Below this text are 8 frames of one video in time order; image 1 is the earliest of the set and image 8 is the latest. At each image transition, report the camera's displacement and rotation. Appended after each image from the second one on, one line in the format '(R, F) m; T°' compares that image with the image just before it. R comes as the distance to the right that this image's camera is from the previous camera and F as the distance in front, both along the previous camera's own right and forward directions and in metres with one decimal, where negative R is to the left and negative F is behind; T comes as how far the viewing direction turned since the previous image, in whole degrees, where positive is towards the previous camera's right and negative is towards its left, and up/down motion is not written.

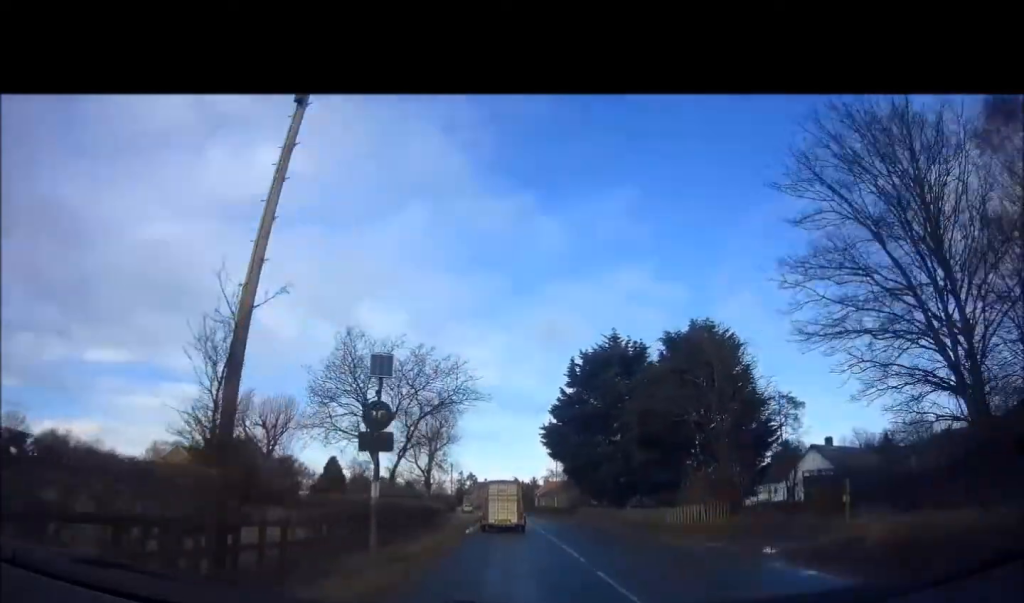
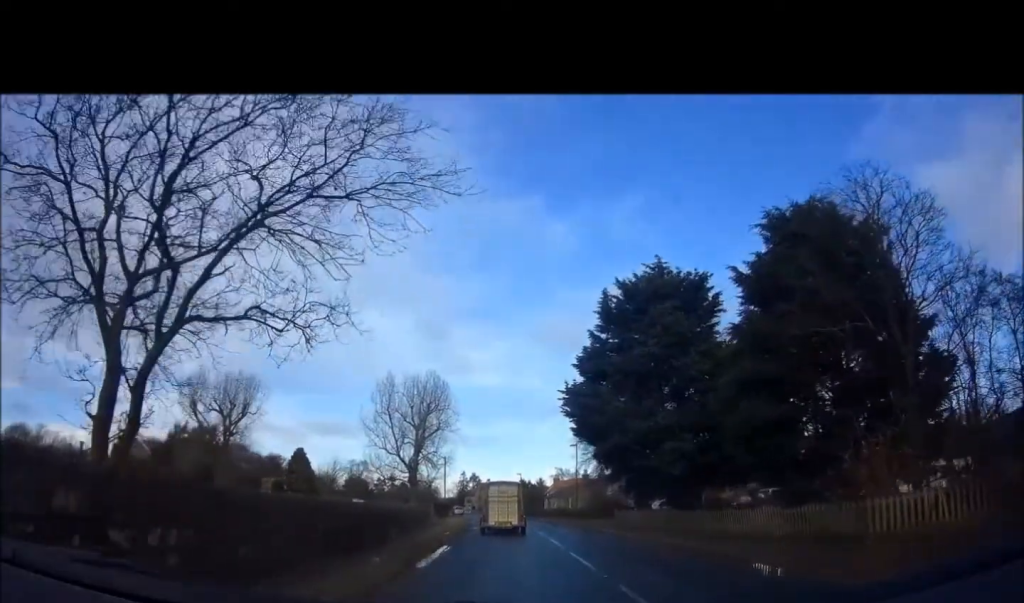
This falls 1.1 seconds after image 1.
(-0.1, +14.4) m; -1°
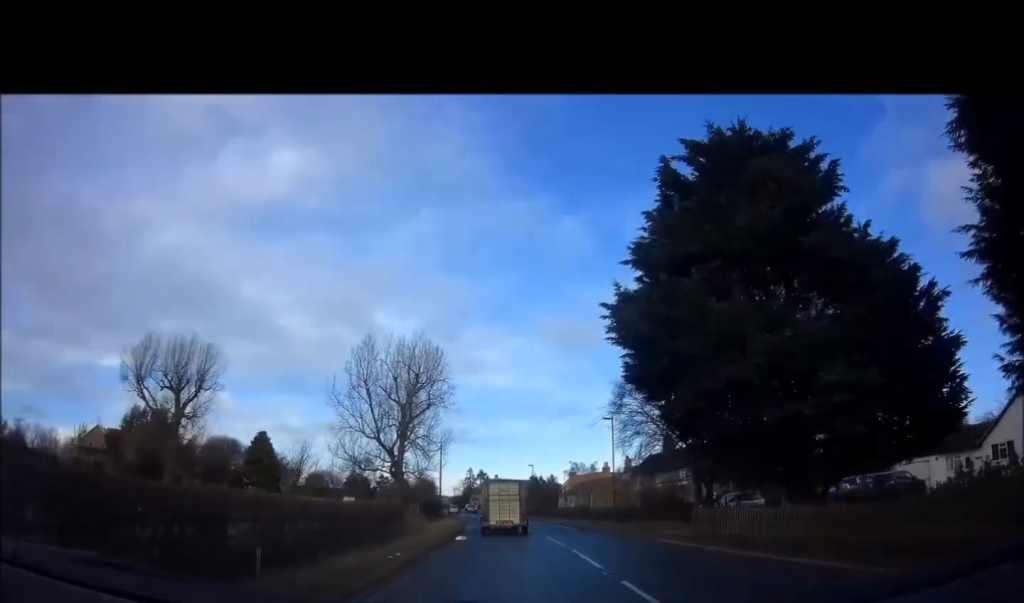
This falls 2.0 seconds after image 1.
(0.0, +11.6) m; 0°
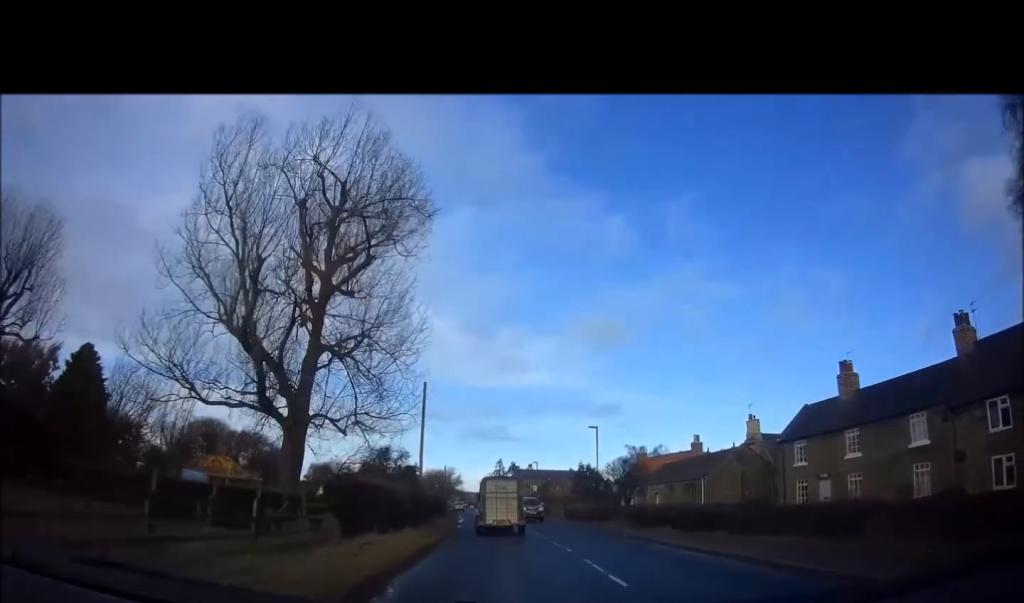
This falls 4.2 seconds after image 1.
(-0.6, +27.4) m; -3°
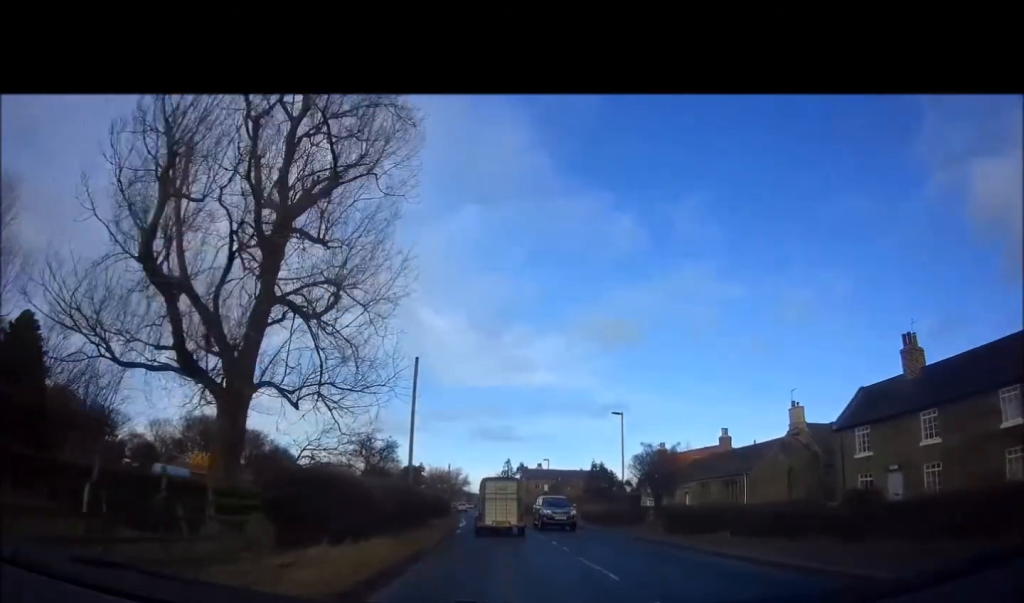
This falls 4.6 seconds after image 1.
(0.0, +5.2) m; -1°
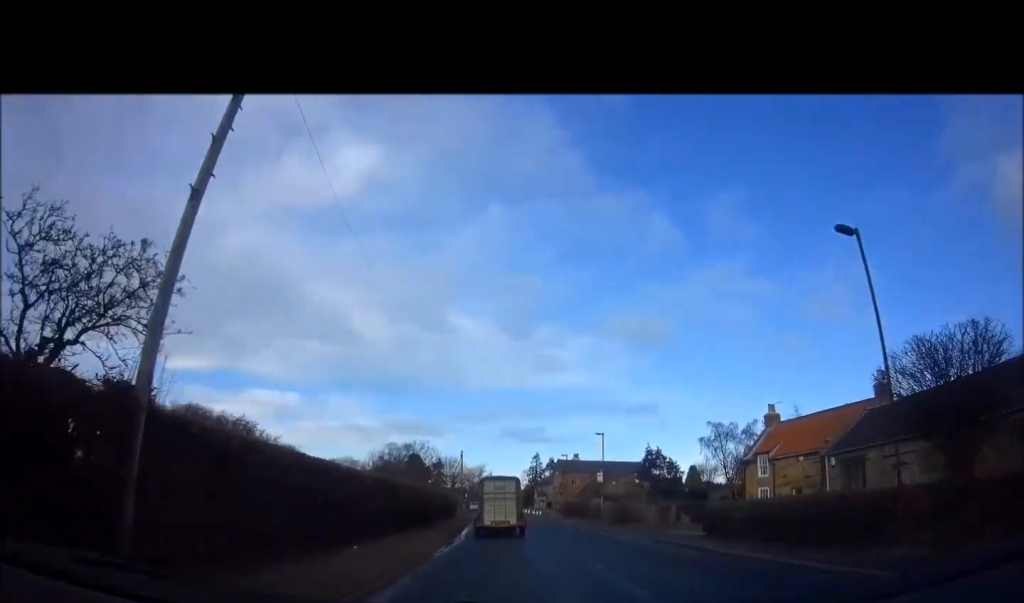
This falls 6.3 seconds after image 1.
(-0.5, +19.2) m; -3°
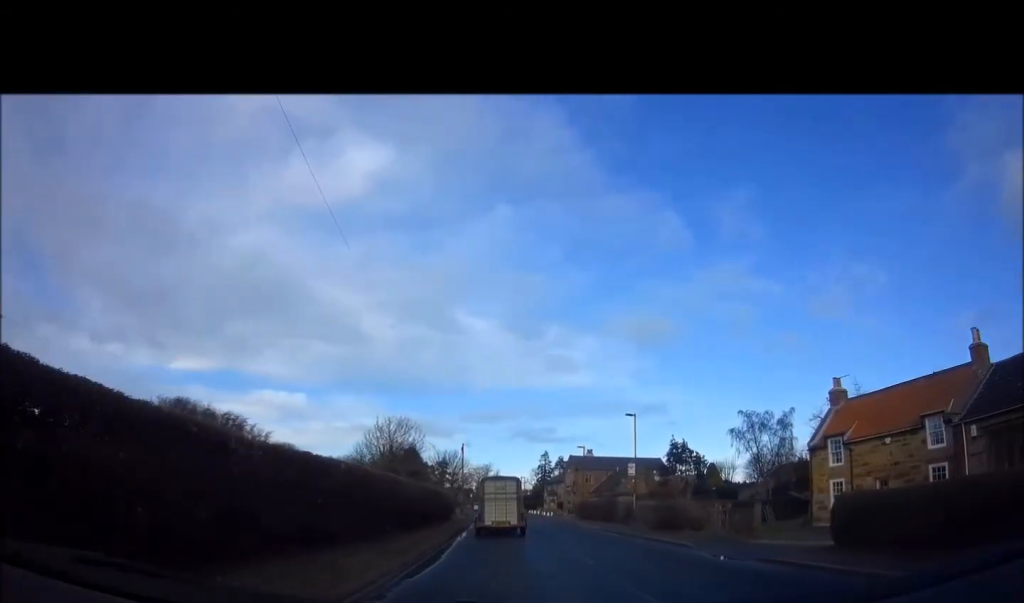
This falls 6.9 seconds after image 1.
(-0.1, +7.6) m; -1°
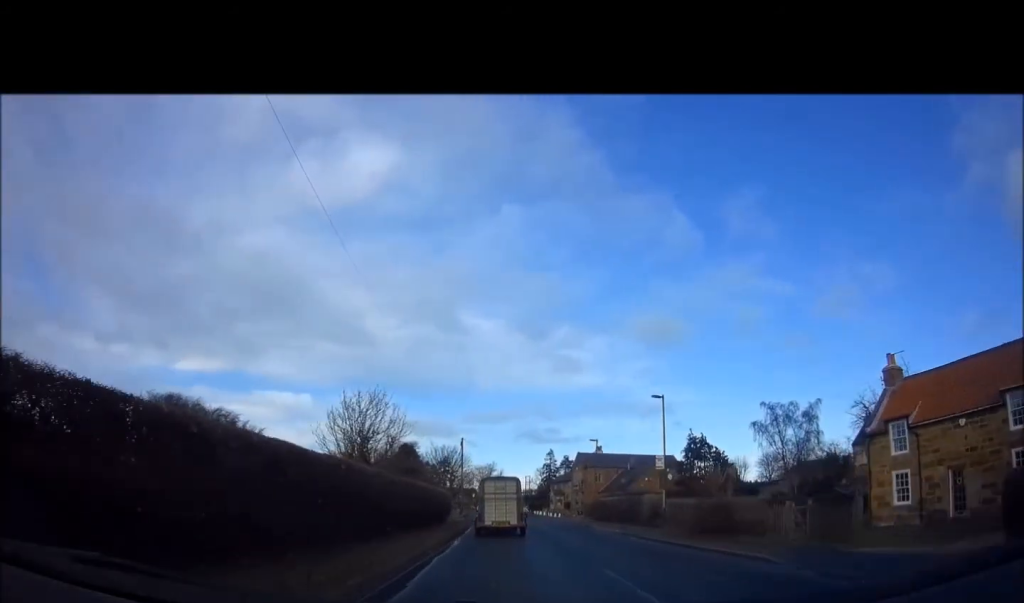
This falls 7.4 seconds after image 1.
(-0.1, +4.8) m; 0°
